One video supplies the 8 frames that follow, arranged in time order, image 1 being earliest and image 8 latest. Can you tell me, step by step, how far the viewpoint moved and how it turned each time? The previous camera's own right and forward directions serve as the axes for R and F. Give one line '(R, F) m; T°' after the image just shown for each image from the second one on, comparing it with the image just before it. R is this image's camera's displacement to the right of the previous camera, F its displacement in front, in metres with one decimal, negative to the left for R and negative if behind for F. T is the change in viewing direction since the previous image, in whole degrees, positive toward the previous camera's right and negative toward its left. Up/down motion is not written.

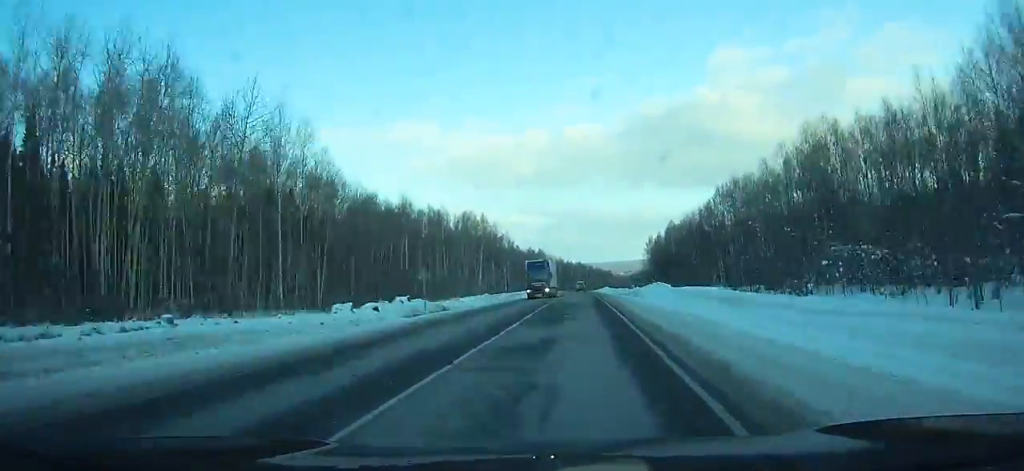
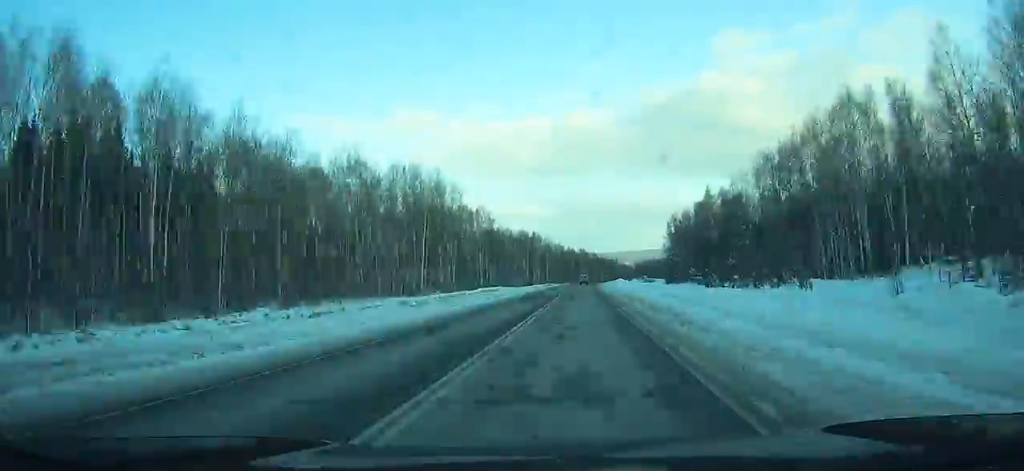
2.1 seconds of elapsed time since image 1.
(-0.4, +56.5) m; 0°
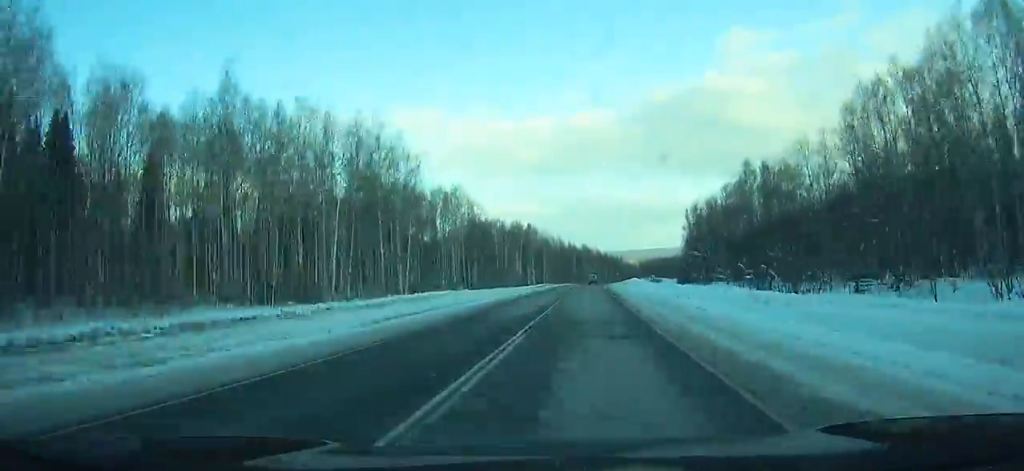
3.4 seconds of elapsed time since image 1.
(-0.6, +35.0) m; 0°
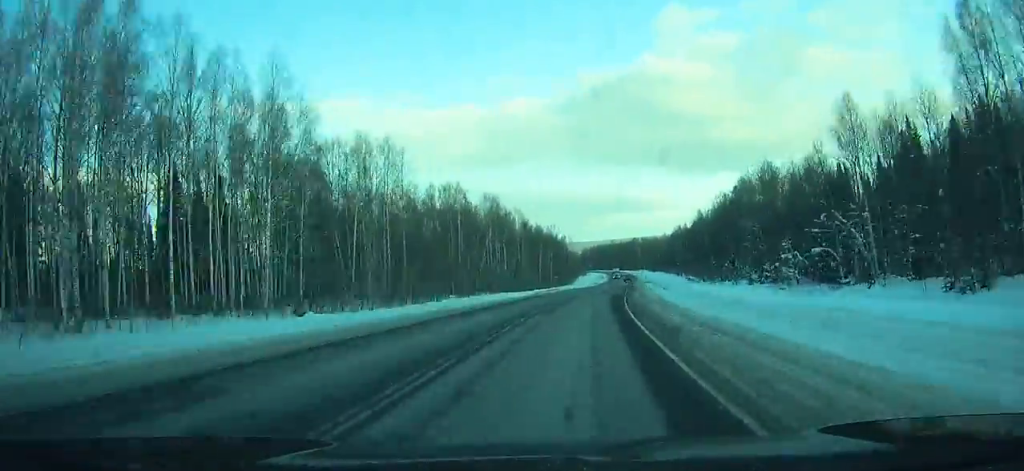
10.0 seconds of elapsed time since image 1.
(+5.7, +177.2) m; +7°
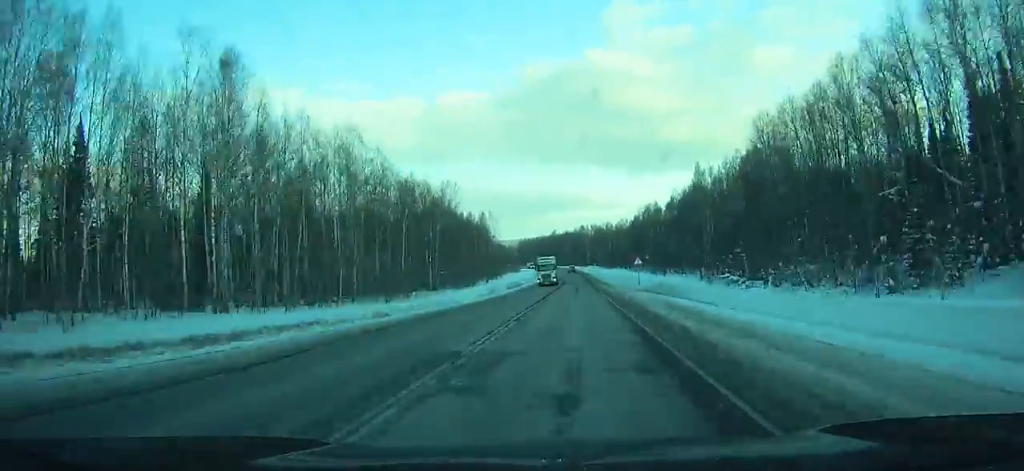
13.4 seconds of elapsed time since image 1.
(+5.5, +90.5) m; +4°
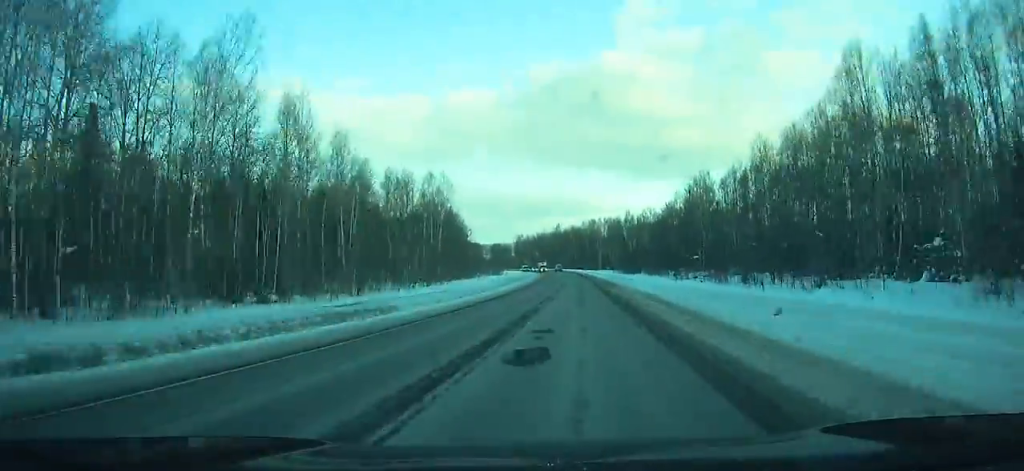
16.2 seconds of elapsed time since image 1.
(+0.6, +74.1) m; 0°
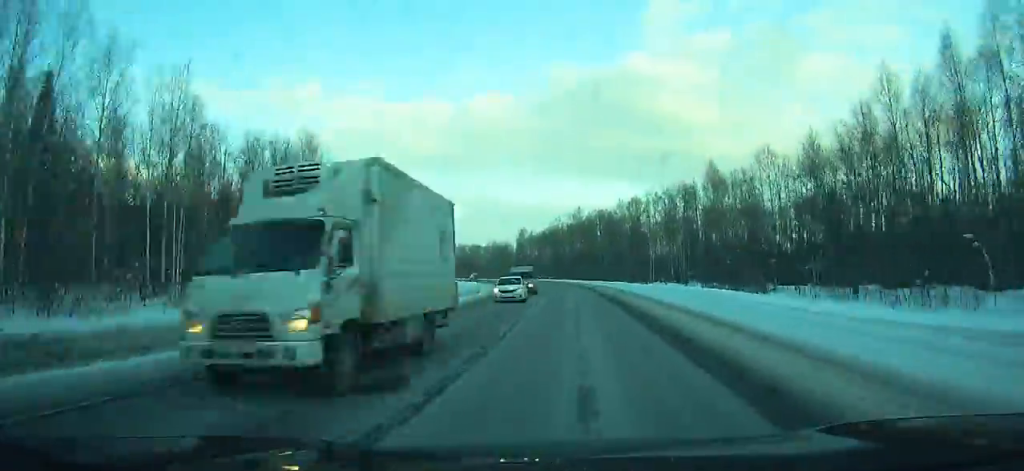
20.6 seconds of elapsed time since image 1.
(-2.3, +113.5) m; -4°
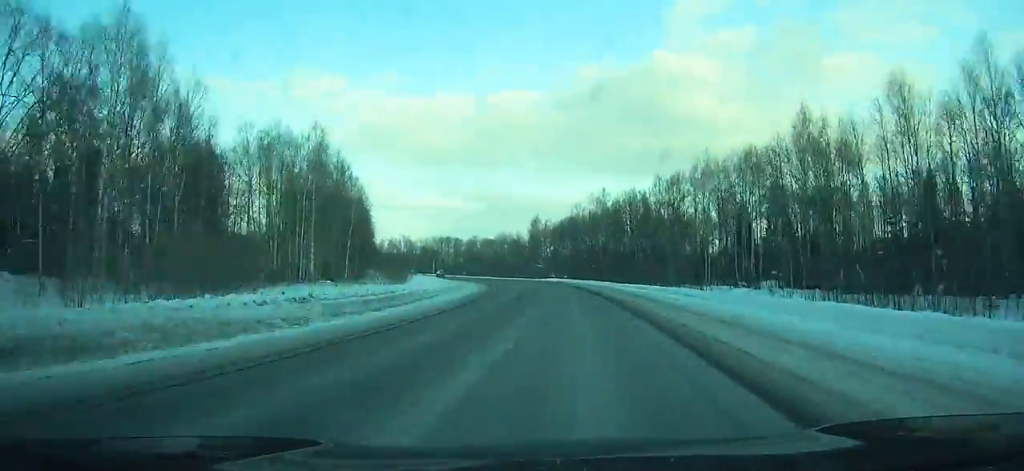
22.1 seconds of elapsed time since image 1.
(+0.1, +37.9) m; -2°
